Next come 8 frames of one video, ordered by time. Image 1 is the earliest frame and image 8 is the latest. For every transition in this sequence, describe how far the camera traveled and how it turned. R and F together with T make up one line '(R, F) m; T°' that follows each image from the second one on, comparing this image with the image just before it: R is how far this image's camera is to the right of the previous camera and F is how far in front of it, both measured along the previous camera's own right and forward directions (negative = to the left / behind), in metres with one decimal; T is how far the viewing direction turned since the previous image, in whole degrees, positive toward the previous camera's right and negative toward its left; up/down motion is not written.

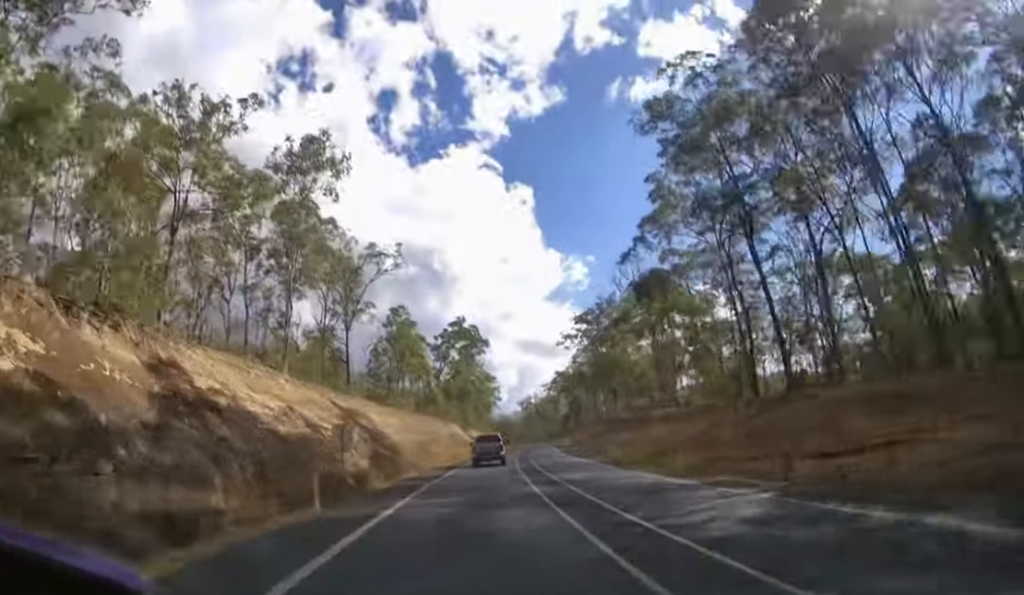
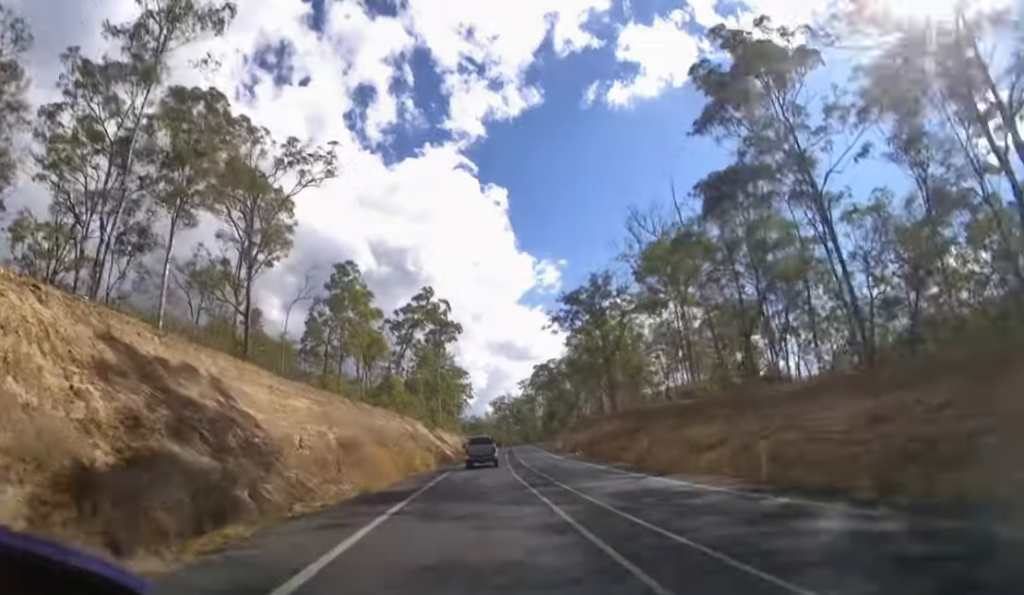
(+0.6, +20.4) m; +4°
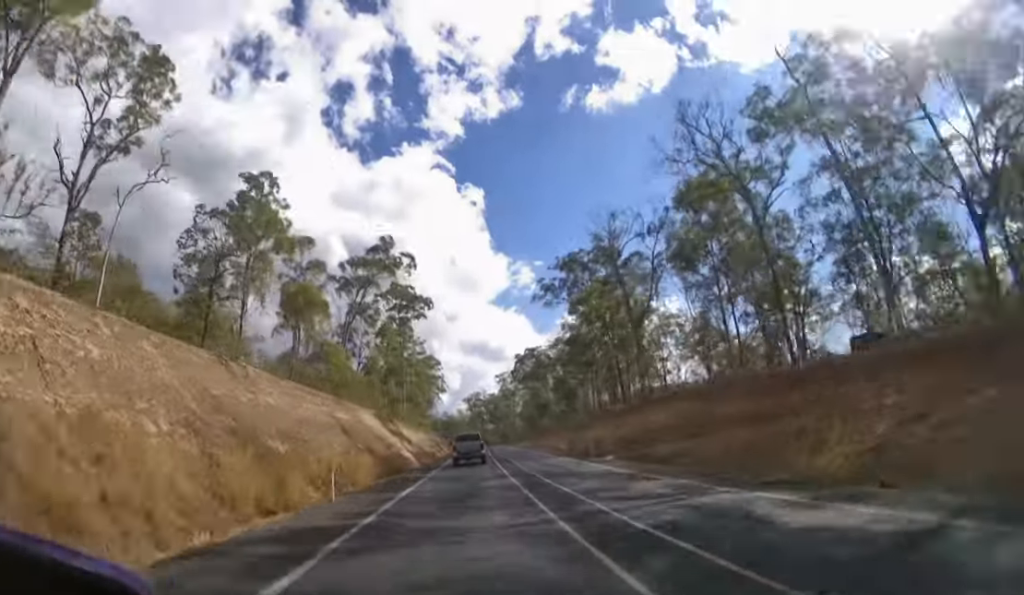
(+0.7, +20.9) m; +3°
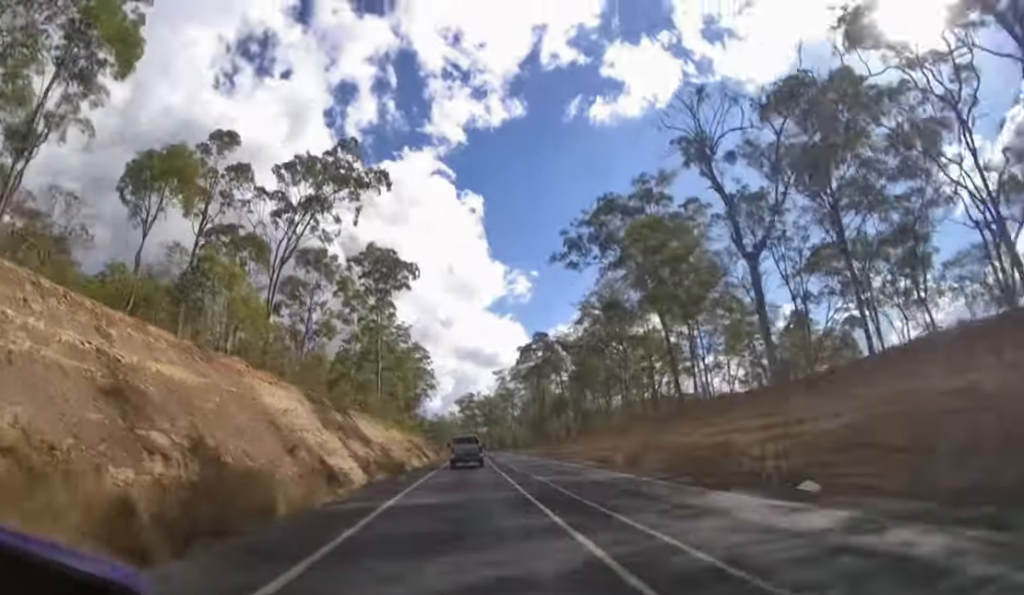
(+0.4, +20.8) m; +2°
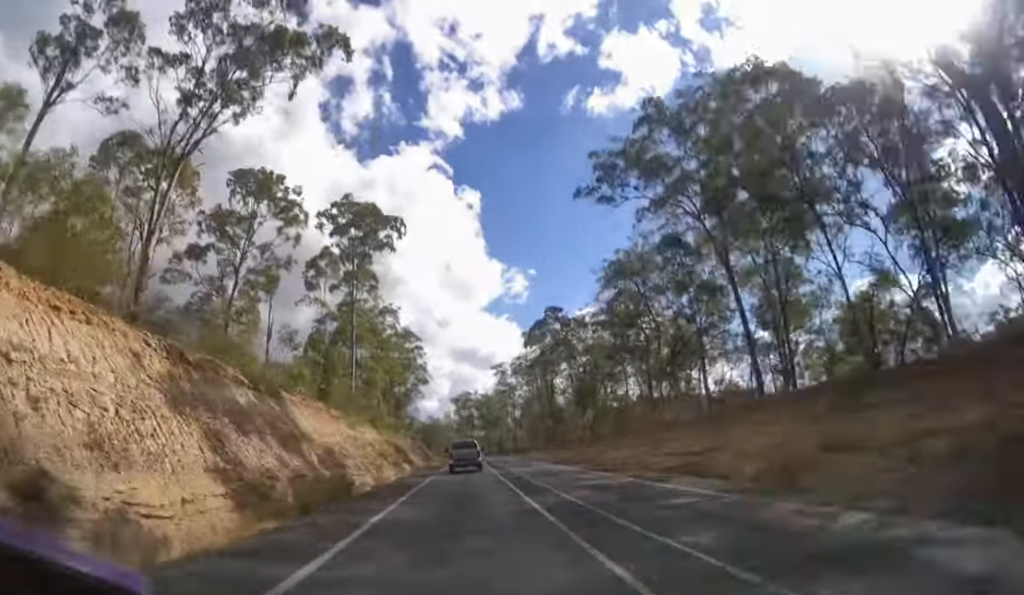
(+0.1, +13.7) m; 0°
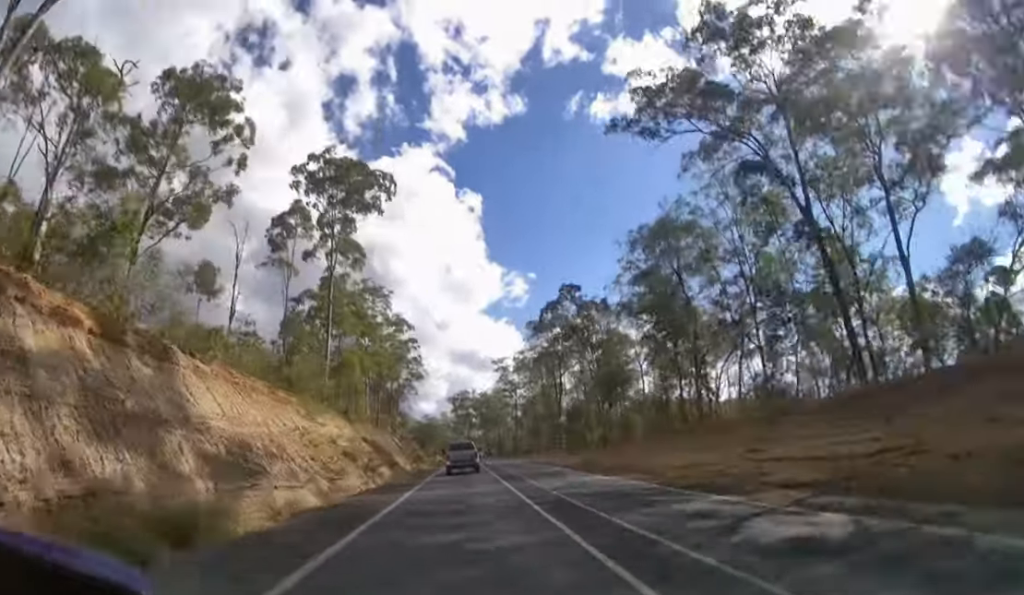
(0.0, +9.5) m; 0°
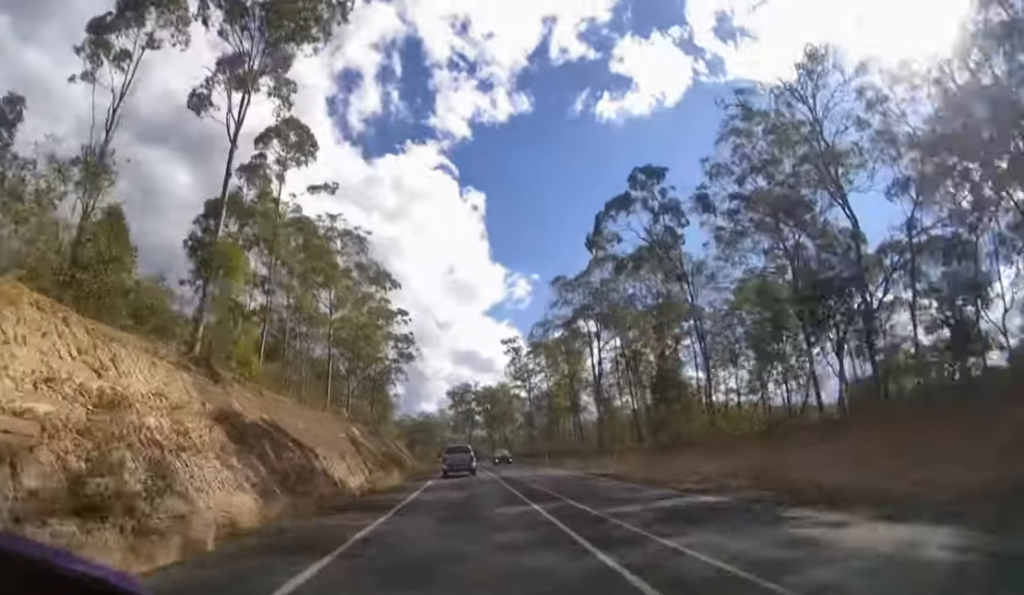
(+0.1, +21.1) m; 0°
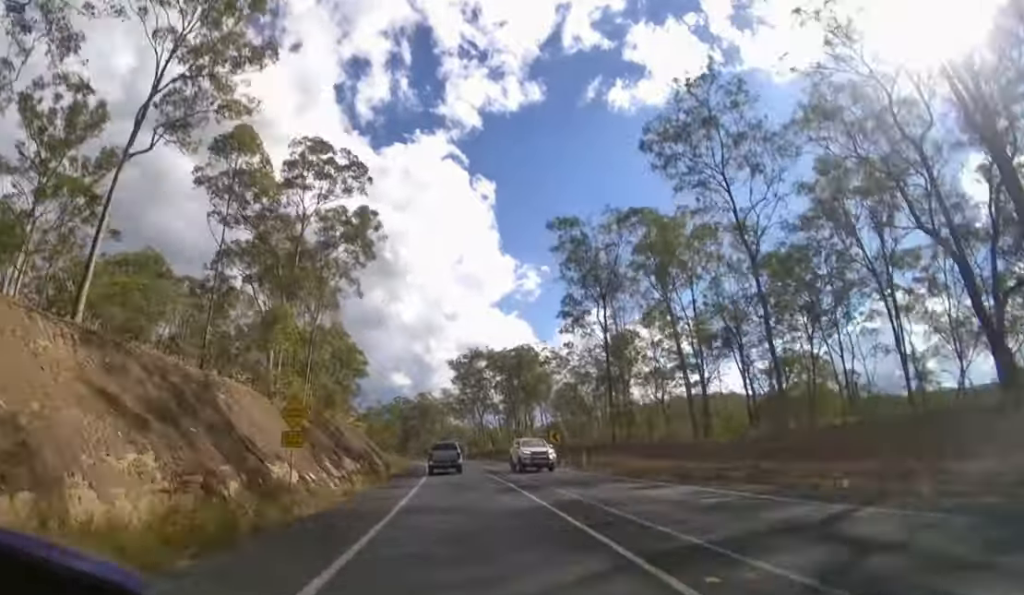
(-0.1, +40.2) m; -1°
